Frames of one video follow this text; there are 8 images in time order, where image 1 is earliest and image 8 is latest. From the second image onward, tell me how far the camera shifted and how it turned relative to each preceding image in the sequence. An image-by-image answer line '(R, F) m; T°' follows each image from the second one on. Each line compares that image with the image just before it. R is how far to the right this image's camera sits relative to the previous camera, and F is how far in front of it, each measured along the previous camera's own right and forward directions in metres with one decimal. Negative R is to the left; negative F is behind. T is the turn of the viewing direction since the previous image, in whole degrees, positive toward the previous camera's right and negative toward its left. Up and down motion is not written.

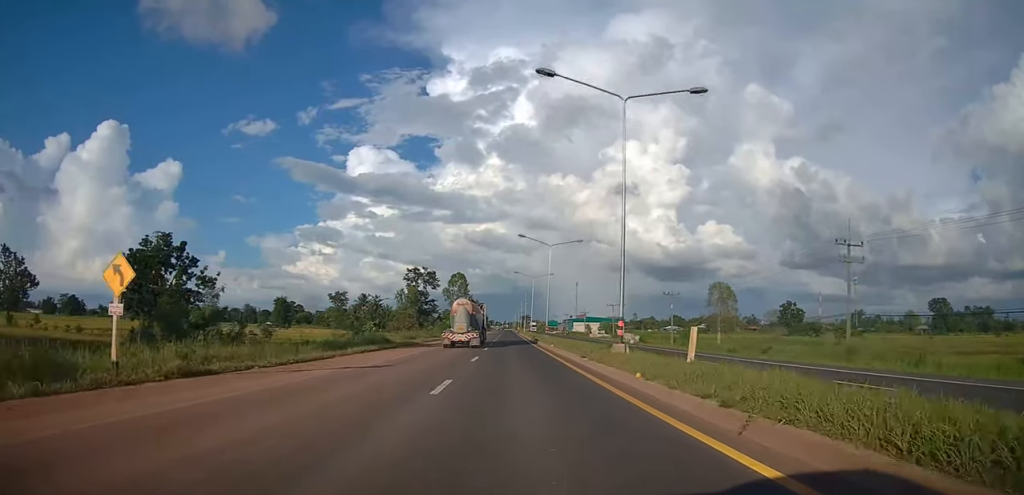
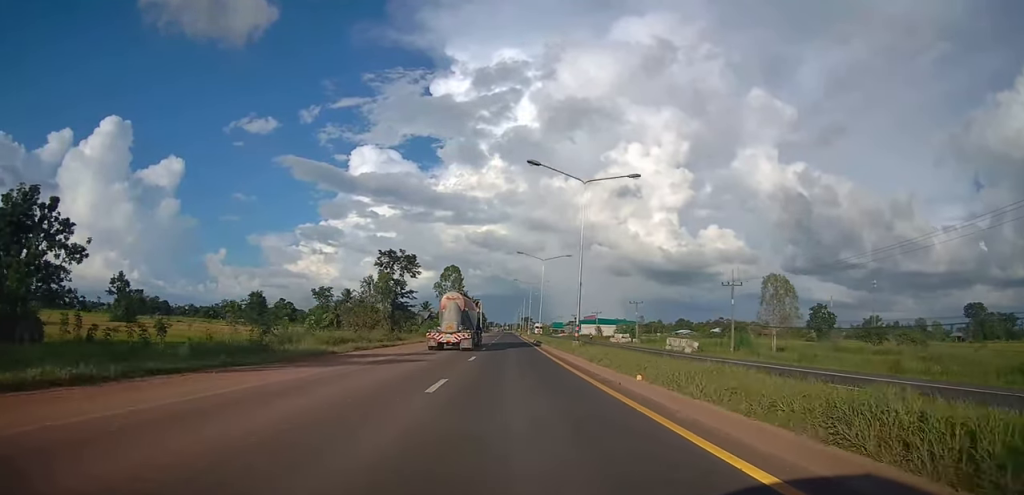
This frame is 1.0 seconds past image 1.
(-0.5, +23.8) m; 0°
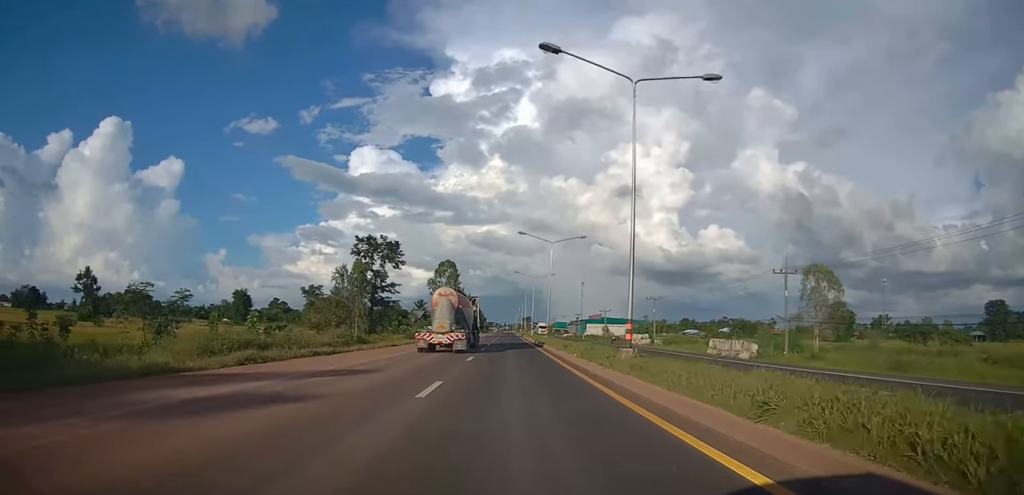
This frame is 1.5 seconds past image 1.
(+0.2, +12.8) m; +1°
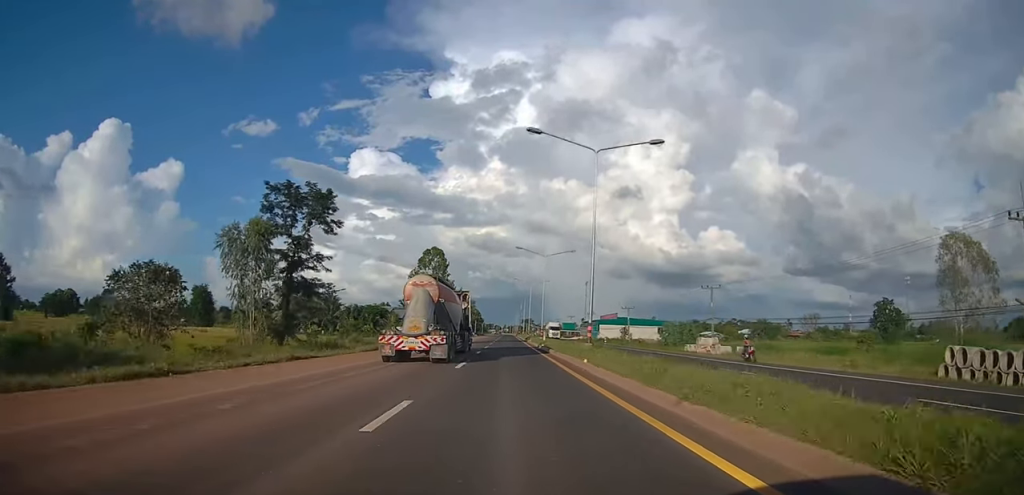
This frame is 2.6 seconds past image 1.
(+0.3, +27.4) m; -1°
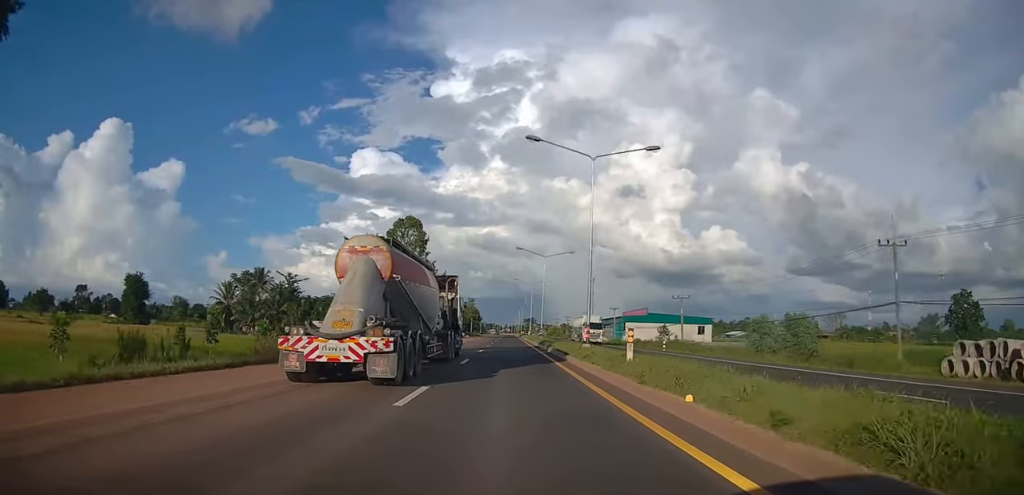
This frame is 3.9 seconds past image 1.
(-0.7, +34.0) m; 0°
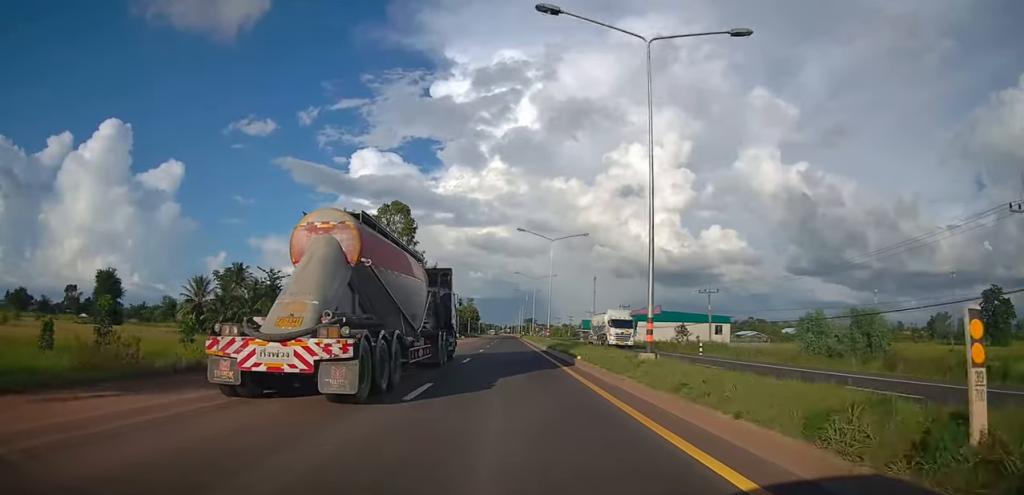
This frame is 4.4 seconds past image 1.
(+0.3, +11.2) m; +1°
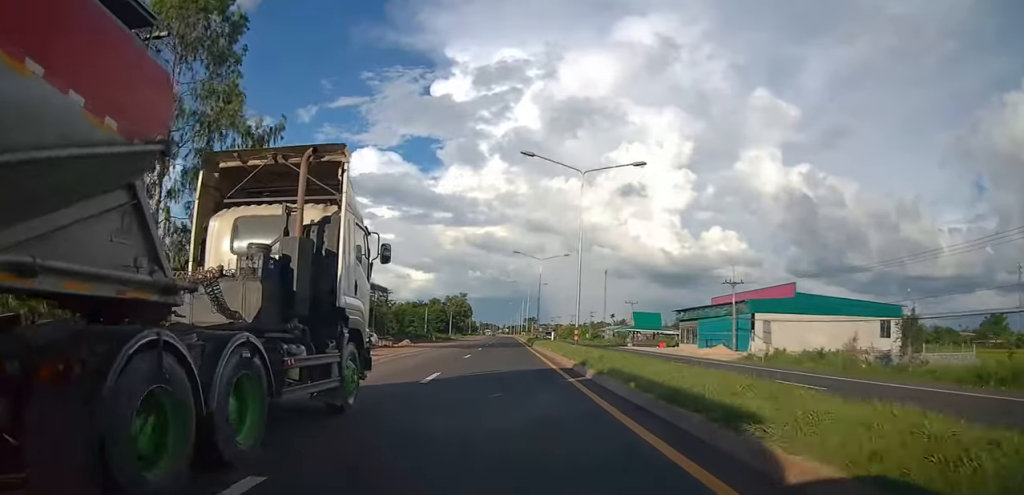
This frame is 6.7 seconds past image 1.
(-0.6, +56.8) m; -1°
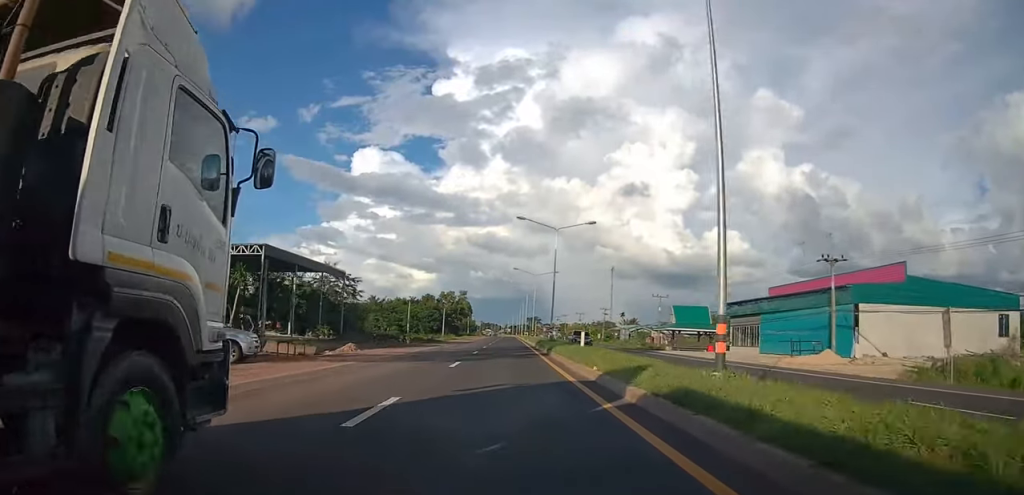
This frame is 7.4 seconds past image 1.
(+0.4, +18.6) m; +1°
